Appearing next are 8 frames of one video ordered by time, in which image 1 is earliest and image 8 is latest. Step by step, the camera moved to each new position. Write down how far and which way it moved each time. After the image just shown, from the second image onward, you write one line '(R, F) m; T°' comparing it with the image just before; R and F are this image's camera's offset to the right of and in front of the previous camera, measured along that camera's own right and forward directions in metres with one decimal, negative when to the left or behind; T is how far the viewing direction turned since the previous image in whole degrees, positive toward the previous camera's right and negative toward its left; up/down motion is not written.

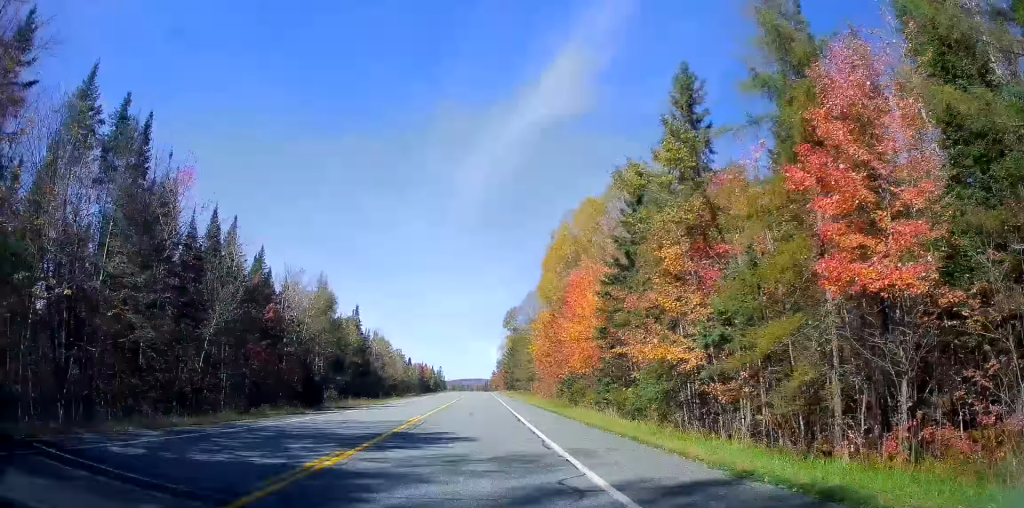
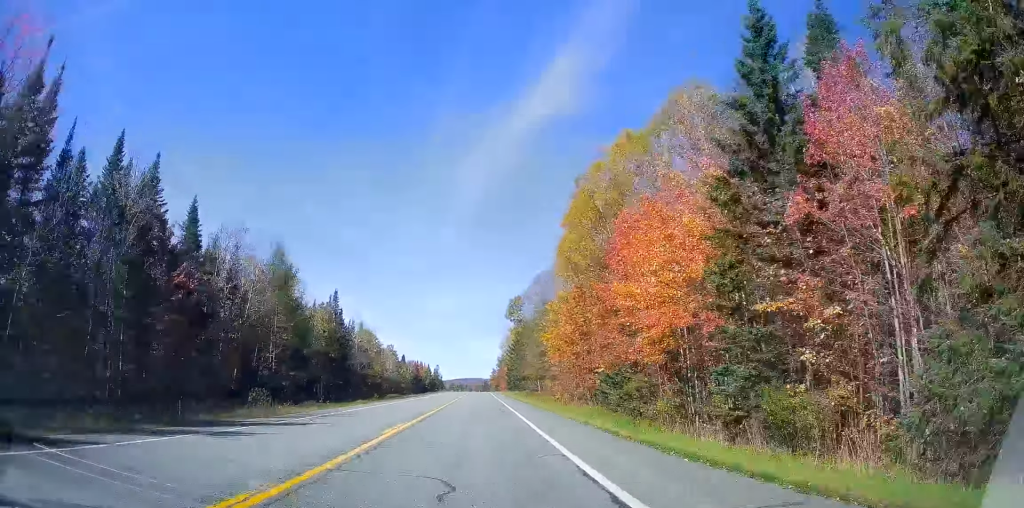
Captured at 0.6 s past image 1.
(-0.1, +17.3) m; 0°
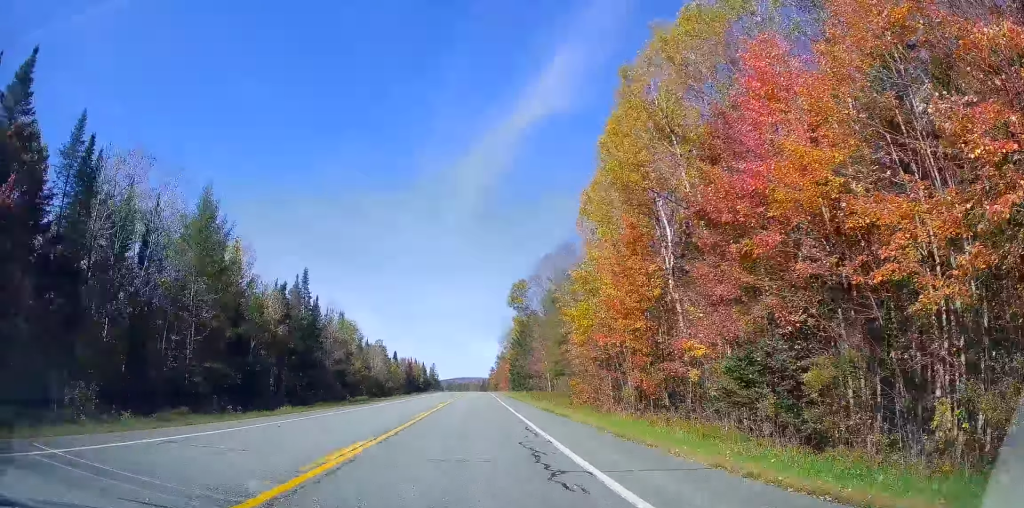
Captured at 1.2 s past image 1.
(0.0, +17.3) m; 0°
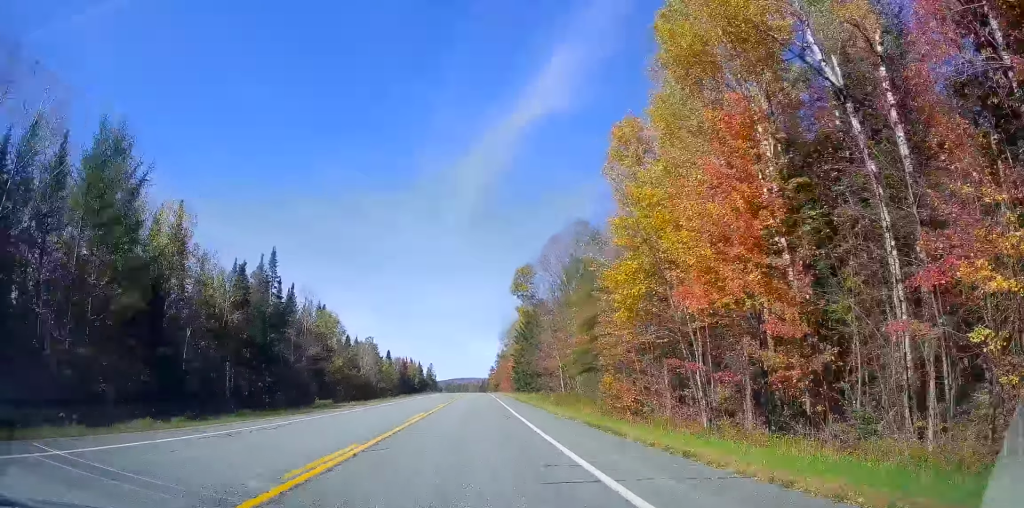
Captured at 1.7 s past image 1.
(0.0, +13.5) m; 0°
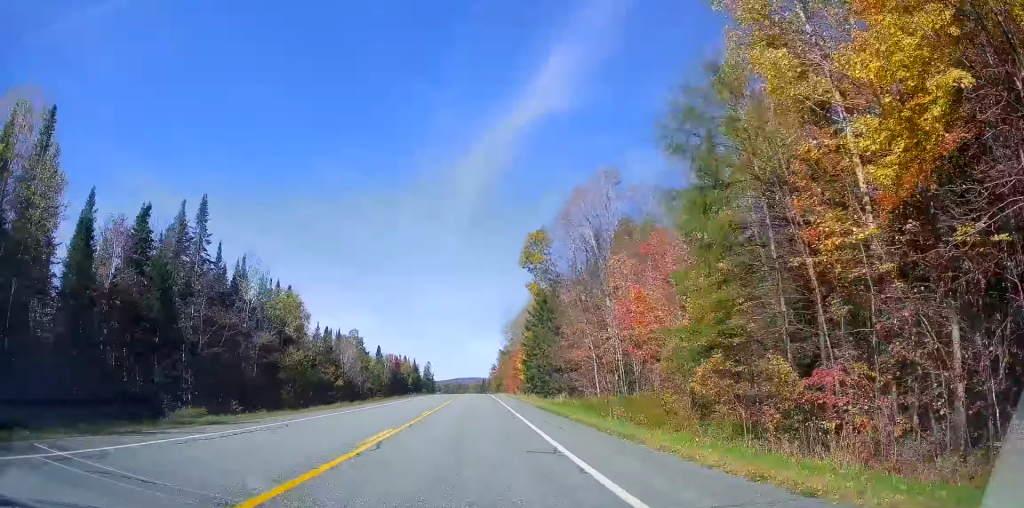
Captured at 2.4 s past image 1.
(0.0, +20.2) m; 0°
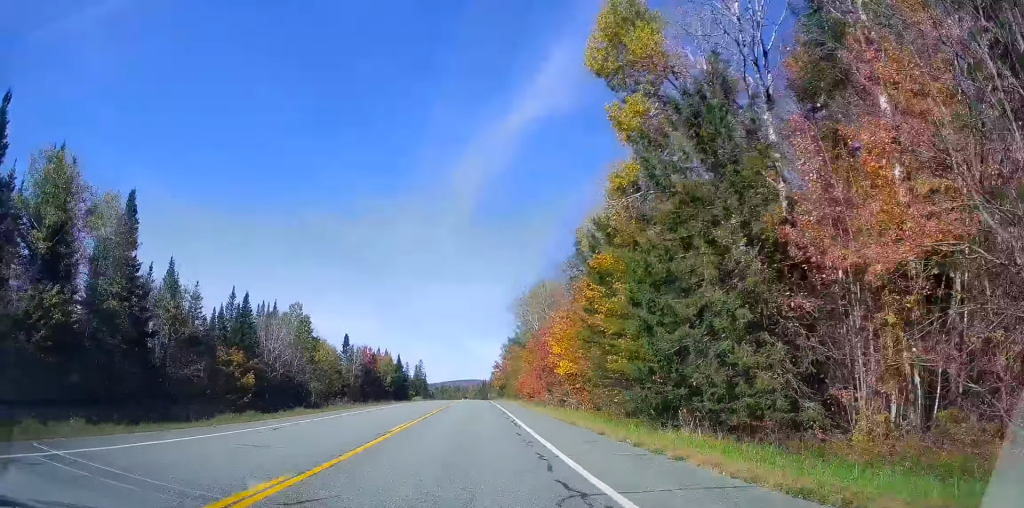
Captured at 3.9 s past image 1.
(-0.3, +44.1) m; 0°
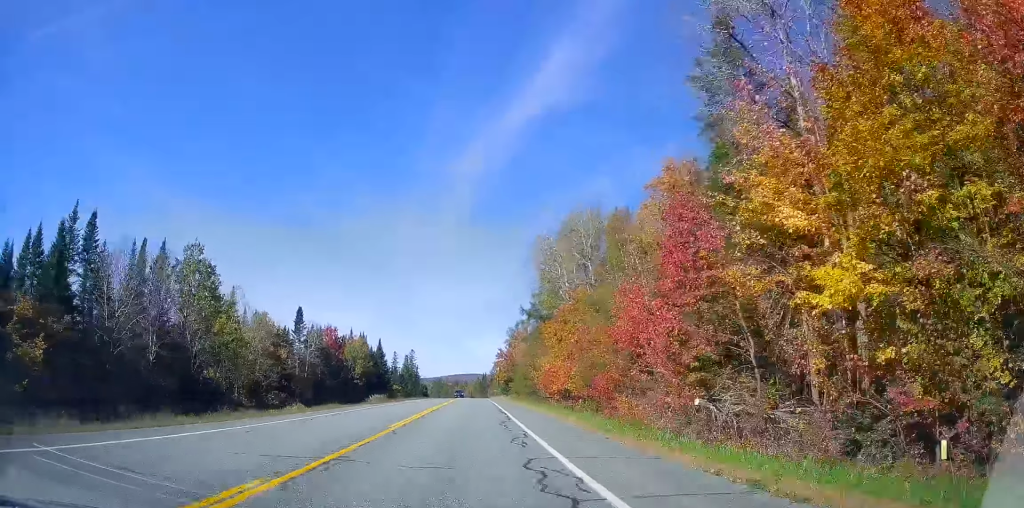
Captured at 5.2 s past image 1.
(+0.7, +36.5) m; +2°
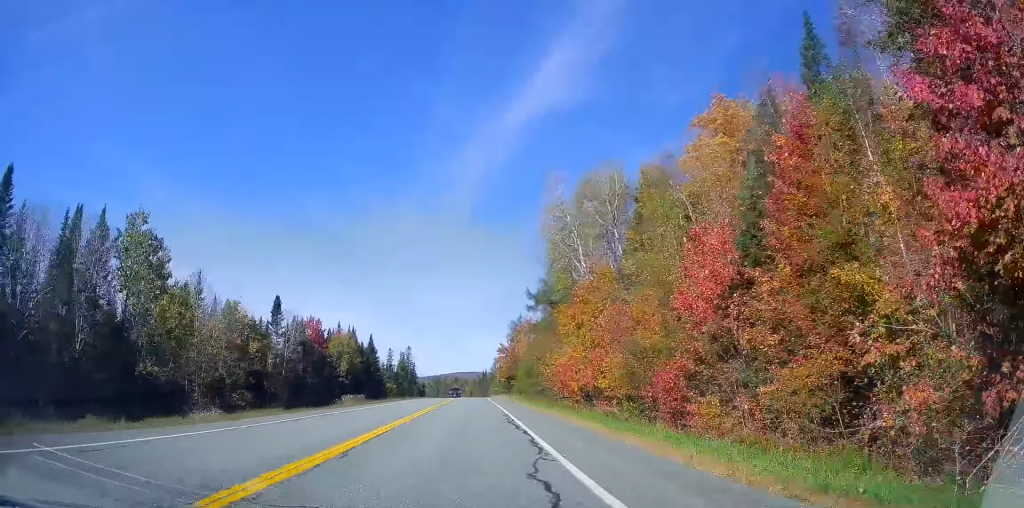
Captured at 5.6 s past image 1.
(+0.3, +11.5) m; 0°
